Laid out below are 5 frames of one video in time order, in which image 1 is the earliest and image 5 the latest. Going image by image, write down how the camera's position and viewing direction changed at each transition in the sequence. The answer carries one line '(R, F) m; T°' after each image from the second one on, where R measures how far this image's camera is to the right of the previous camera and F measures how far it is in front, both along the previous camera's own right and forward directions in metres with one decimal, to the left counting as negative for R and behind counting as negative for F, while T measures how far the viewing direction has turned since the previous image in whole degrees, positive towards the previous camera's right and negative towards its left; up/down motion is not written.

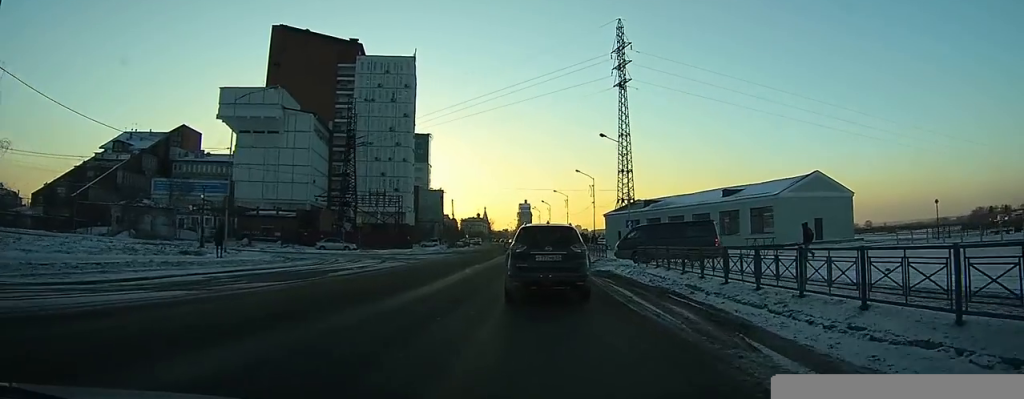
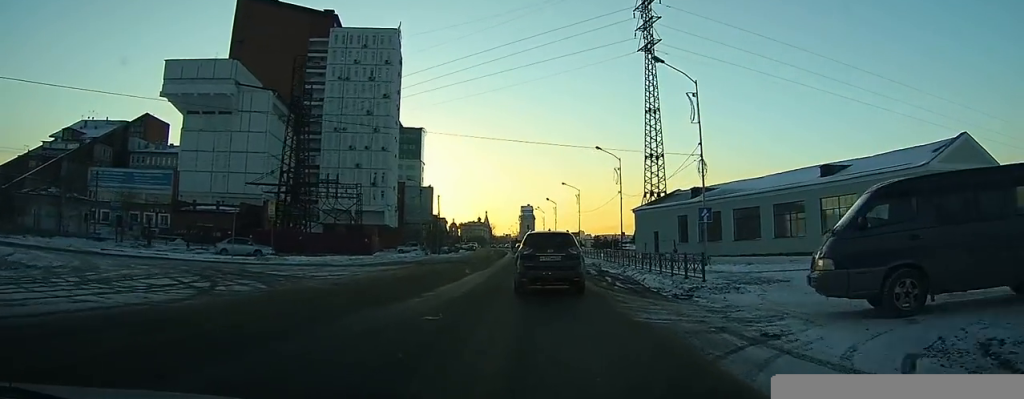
(-0.1, +21.1) m; 0°
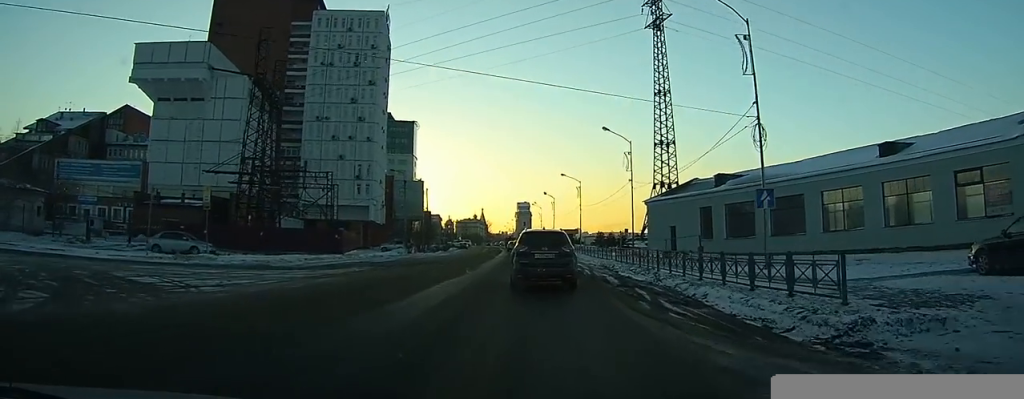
(0.0, +7.3) m; 0°
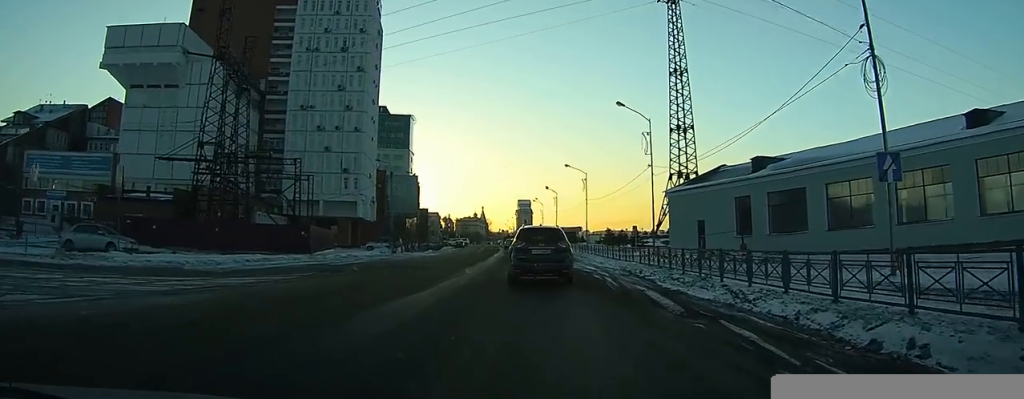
(0.0, +7.0) m; 0°
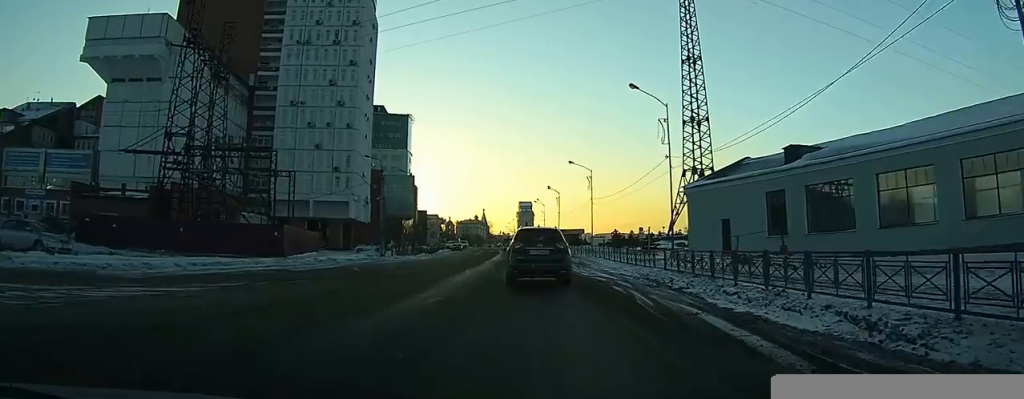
(0.0, +4.4) m; 0°
